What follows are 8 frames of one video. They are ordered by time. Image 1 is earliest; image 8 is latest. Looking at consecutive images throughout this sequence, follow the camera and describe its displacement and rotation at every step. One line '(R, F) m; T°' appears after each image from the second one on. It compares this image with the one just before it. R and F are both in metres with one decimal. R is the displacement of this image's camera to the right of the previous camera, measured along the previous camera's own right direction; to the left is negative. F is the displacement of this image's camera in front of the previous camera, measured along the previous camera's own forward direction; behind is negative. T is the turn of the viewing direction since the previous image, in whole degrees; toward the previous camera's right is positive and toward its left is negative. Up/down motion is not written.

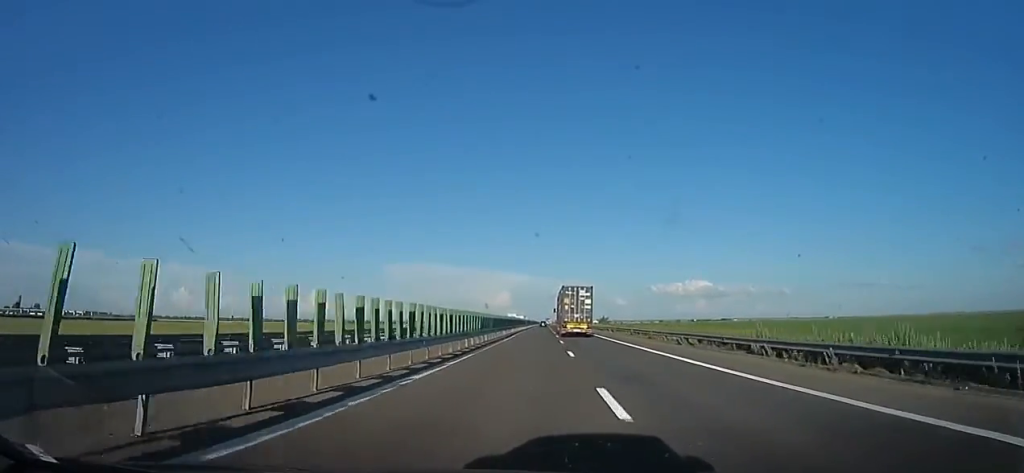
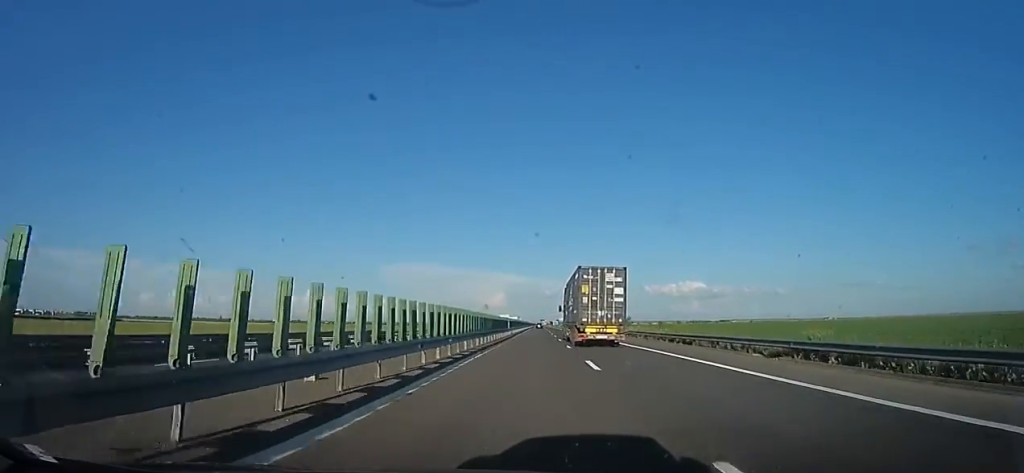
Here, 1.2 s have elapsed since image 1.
(0.0, +42.0) m; 0°
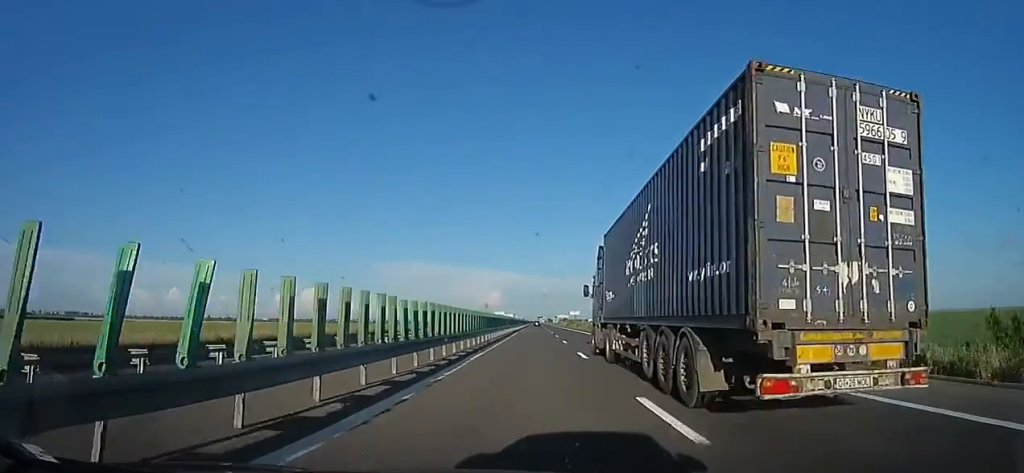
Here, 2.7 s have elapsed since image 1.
(+0.5, +56.9) m; +1°
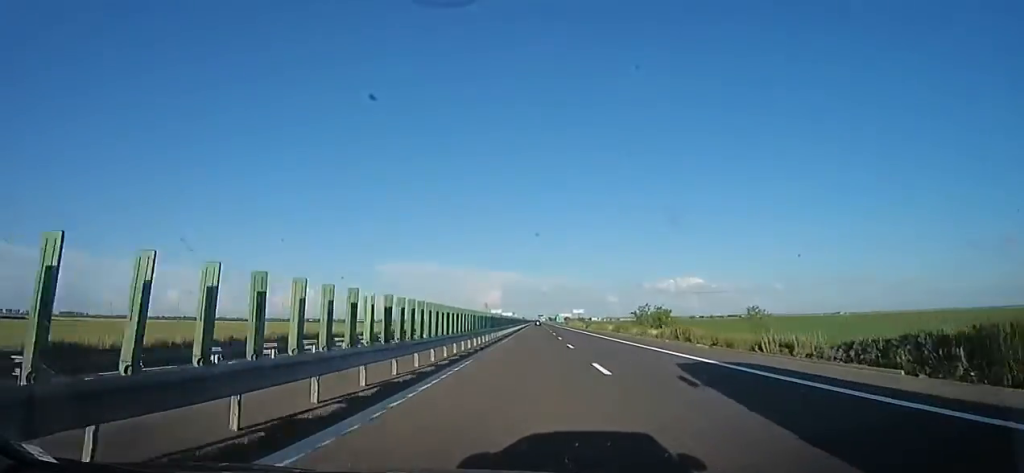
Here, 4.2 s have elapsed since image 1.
(+0.8, +53.9) m; 0°
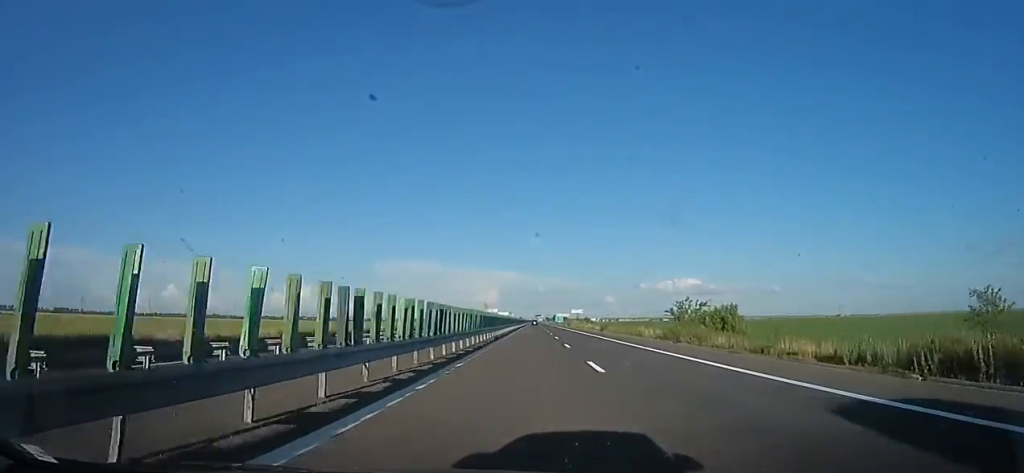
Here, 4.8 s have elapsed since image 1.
(-0.2, +23.6) m; 0°
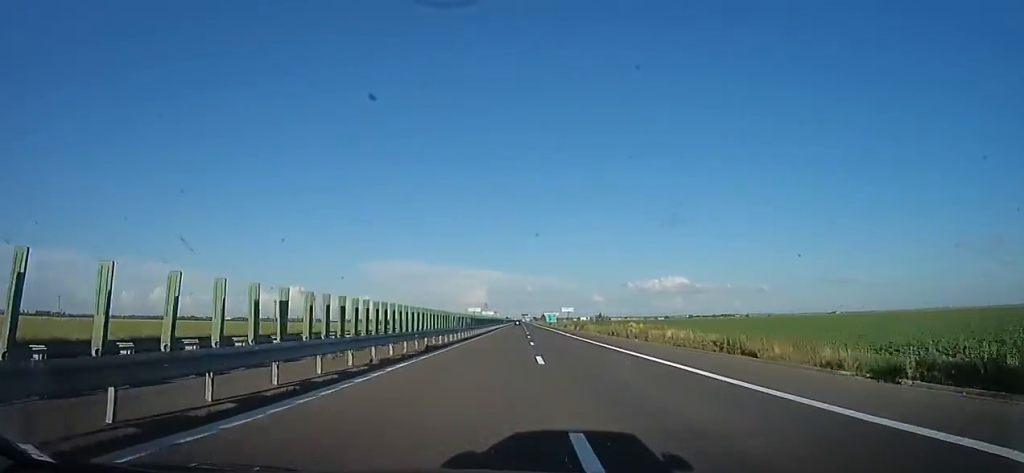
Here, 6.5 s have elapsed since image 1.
(+0.4, +58.7) m; +2°
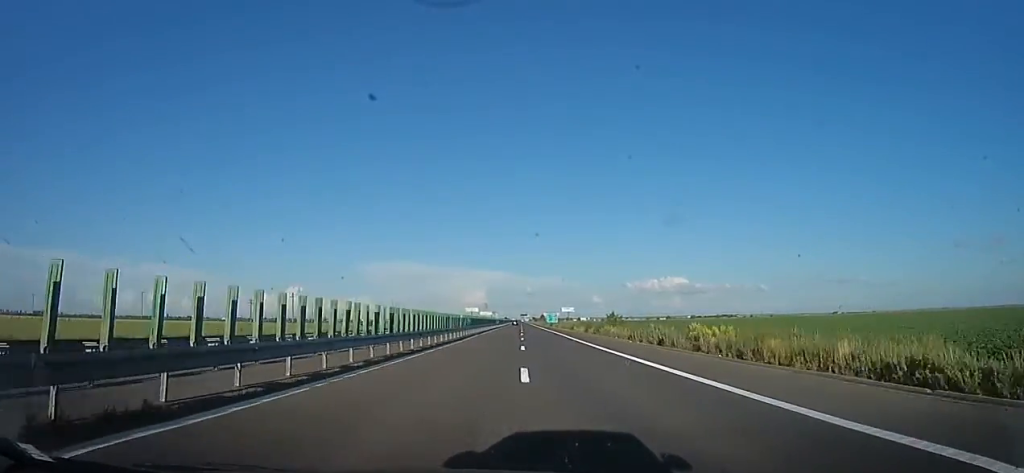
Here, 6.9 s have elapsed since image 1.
(0.0, +16.4) m; 0°
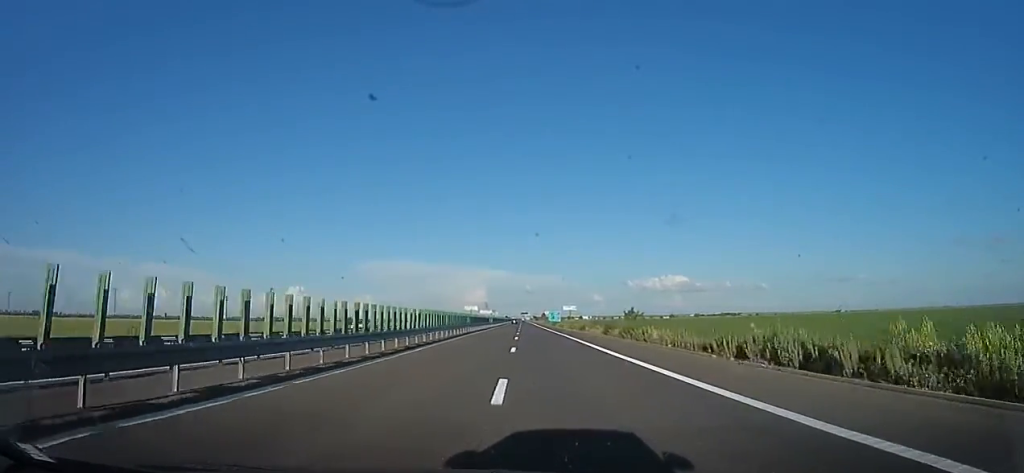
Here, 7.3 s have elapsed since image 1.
(0.0, +15.2) m; 0°
